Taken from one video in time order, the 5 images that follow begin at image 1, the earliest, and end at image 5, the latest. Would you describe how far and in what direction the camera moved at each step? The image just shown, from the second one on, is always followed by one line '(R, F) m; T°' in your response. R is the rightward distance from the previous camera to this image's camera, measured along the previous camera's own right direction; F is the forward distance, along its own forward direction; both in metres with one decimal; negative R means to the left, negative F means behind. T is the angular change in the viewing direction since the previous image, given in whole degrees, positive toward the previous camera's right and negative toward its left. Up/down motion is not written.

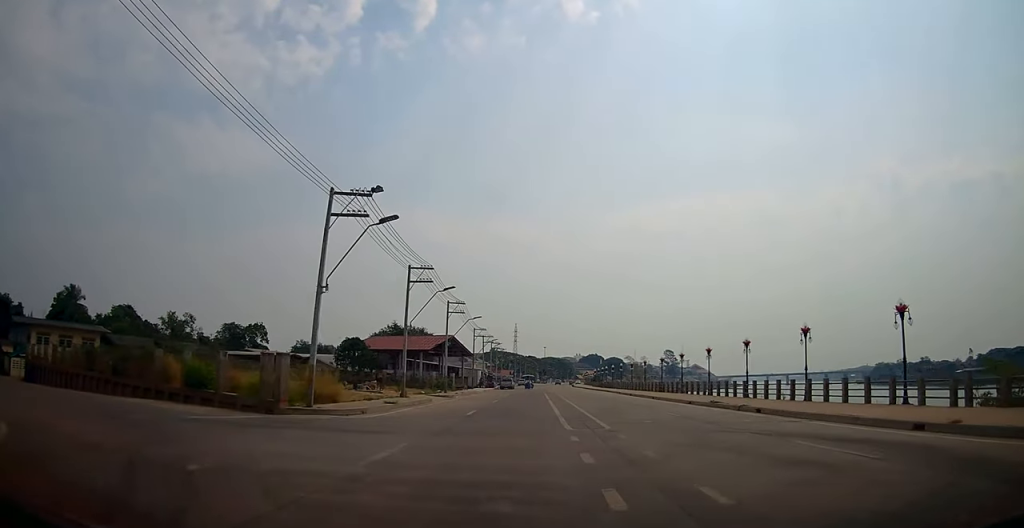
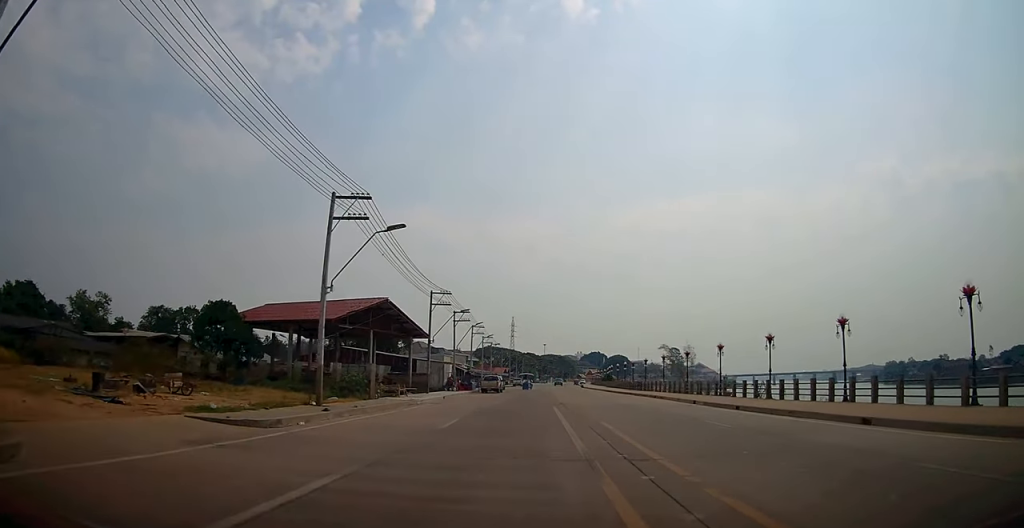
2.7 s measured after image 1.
(+1.0, +27.3) m; +1°
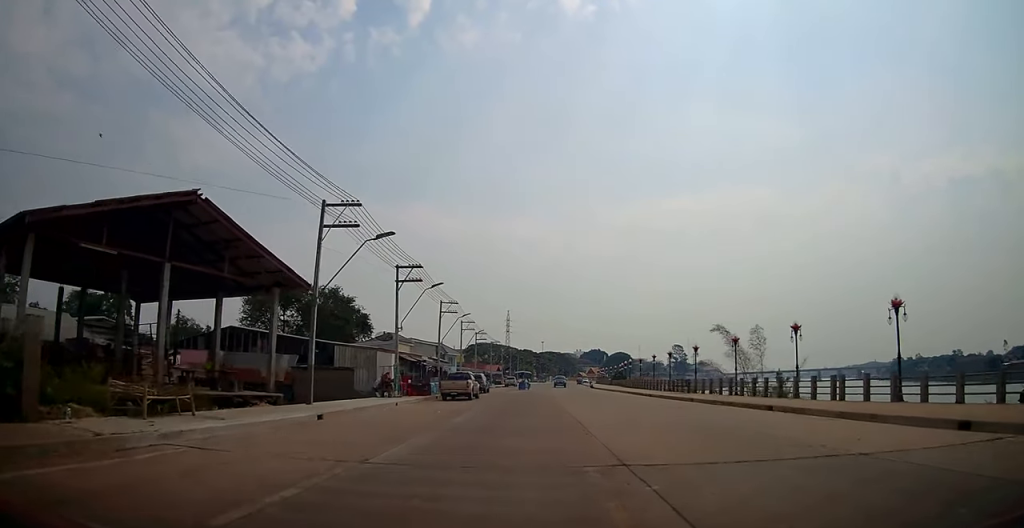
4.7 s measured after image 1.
(0.0, +20.7) m; 0°
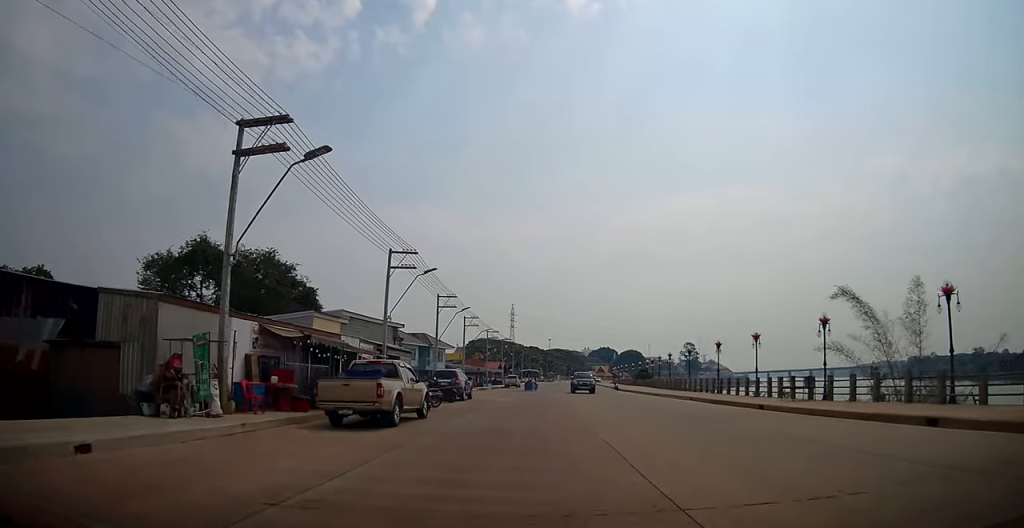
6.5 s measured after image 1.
(0.0, +19.4) m; -1°
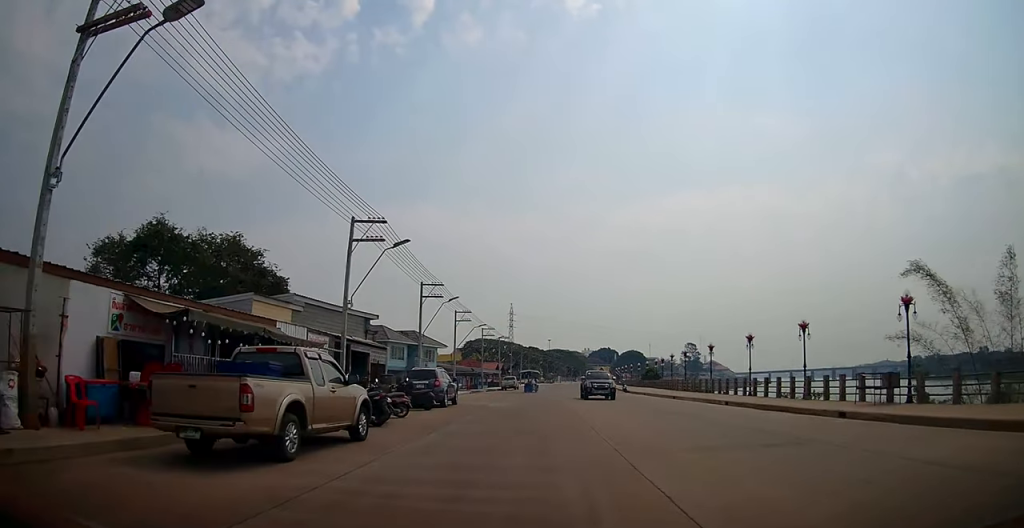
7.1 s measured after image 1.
(0.0, +6.3) m; 0°
